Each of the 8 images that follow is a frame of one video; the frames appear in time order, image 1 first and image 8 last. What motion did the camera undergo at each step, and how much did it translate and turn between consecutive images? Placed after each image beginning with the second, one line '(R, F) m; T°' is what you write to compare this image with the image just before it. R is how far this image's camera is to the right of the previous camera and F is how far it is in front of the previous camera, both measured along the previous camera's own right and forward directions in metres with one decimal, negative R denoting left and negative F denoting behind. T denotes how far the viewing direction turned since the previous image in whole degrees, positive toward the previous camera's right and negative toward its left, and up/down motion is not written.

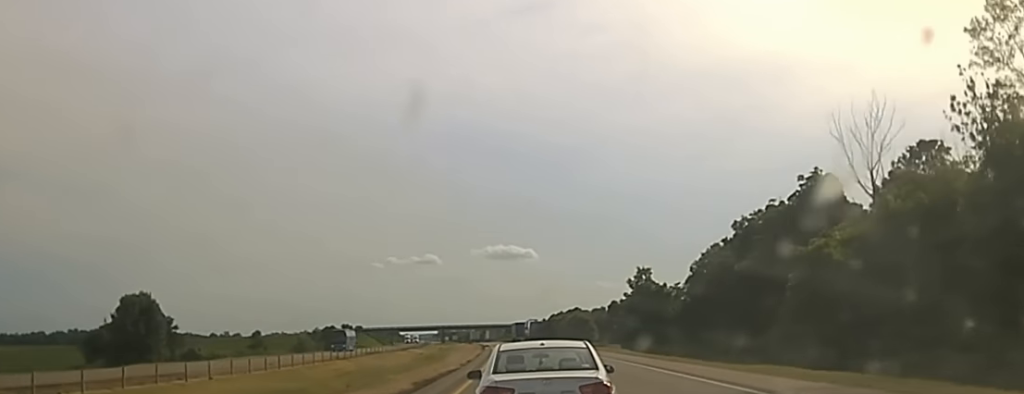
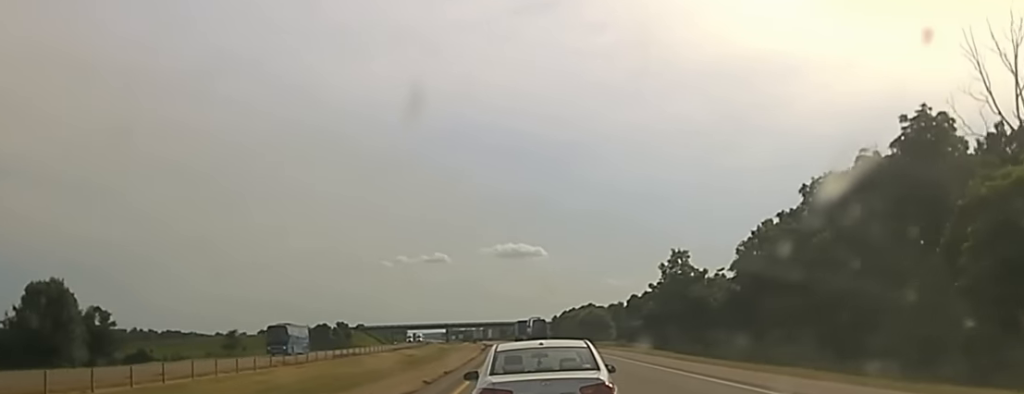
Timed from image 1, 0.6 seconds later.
(-0.1, +24.5) m; 0°
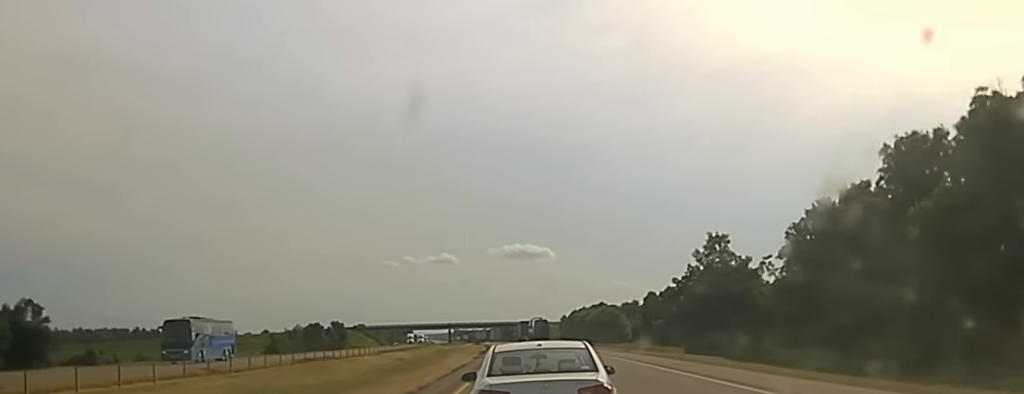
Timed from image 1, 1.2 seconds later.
(+0.1, +20.6) m; 0°
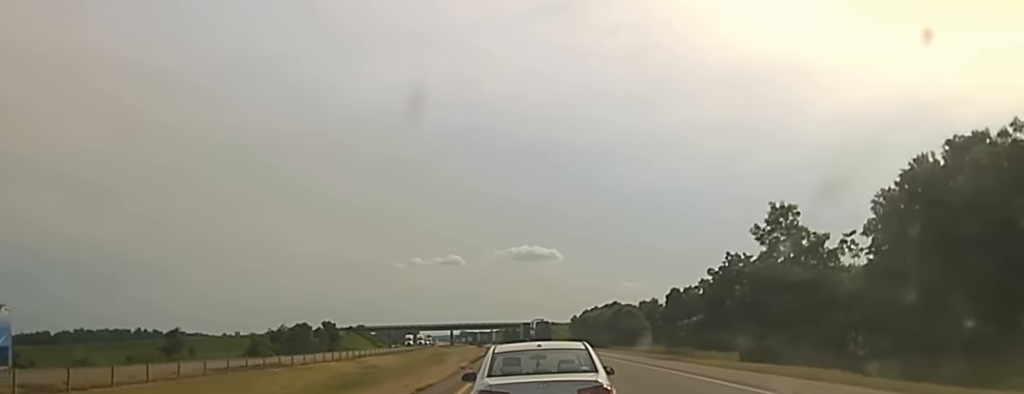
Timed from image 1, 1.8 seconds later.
(-0.3, +22.9) m; 0°
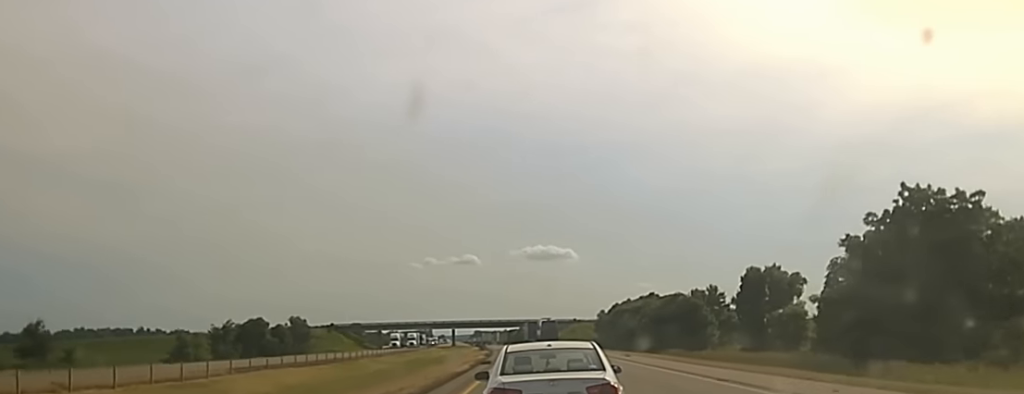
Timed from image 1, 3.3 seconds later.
(-0.3, +54.3) m; -1°
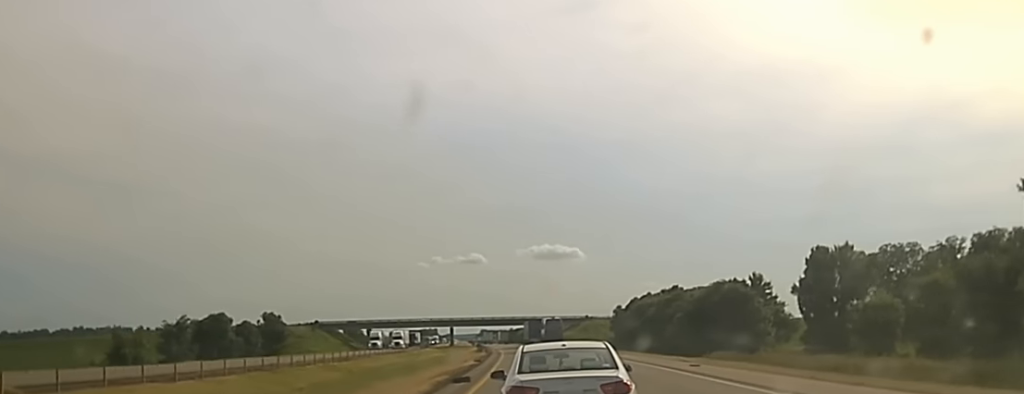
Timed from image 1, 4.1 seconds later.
(-0.2, +28.7) m; -1°
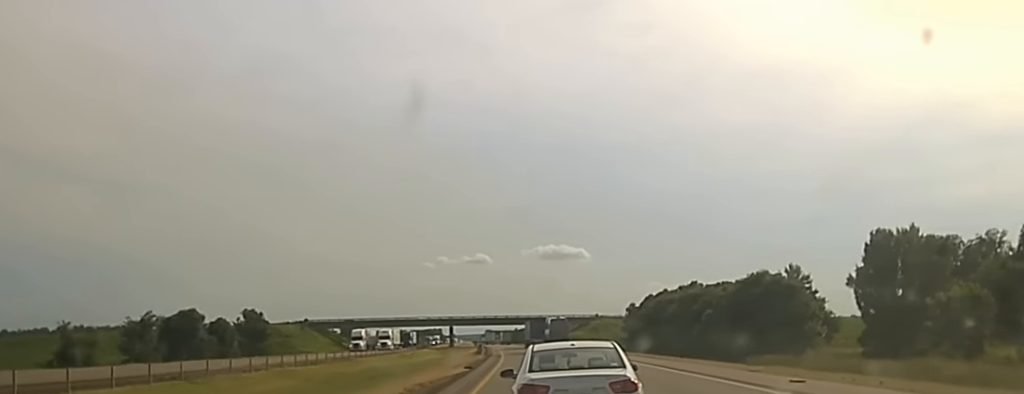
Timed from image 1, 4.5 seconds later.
(-0.1, +17.0) m; 0°
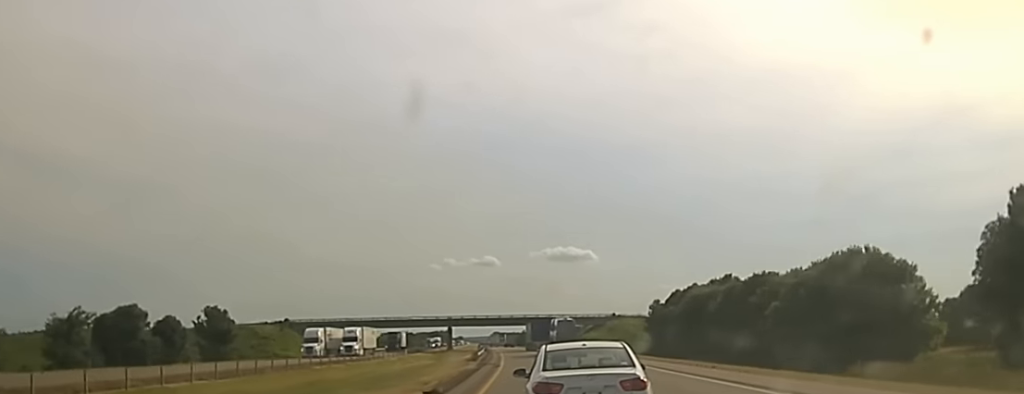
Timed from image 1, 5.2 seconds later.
(-0.1, +25.4) m; 0°
